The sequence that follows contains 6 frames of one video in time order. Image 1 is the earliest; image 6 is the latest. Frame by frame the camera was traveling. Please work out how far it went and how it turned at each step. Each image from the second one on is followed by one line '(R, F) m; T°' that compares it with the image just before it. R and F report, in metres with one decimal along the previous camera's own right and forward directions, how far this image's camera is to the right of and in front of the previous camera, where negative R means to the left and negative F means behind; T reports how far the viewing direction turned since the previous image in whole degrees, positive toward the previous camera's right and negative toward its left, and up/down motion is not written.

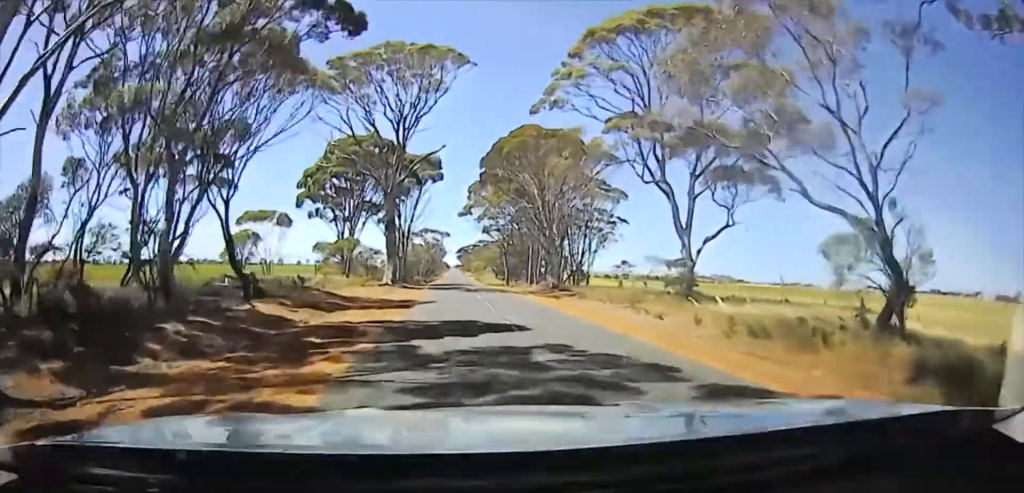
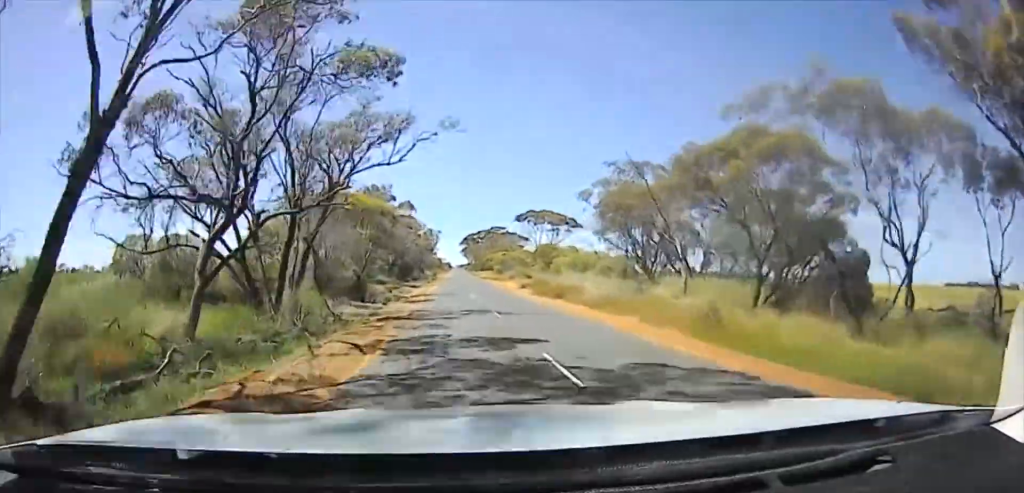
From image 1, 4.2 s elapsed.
(-3.1, +135.3) m; -2°
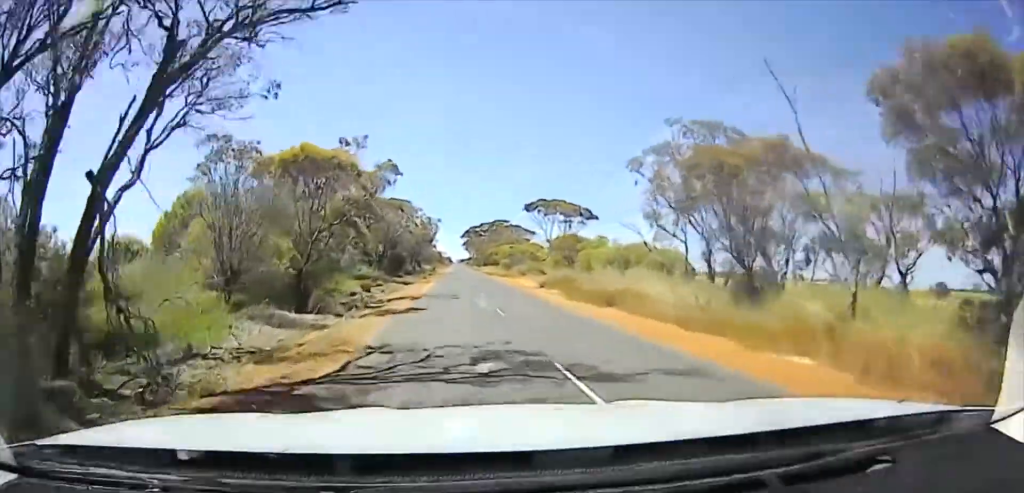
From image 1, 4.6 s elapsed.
(+0.1, +14.4) m; +1°
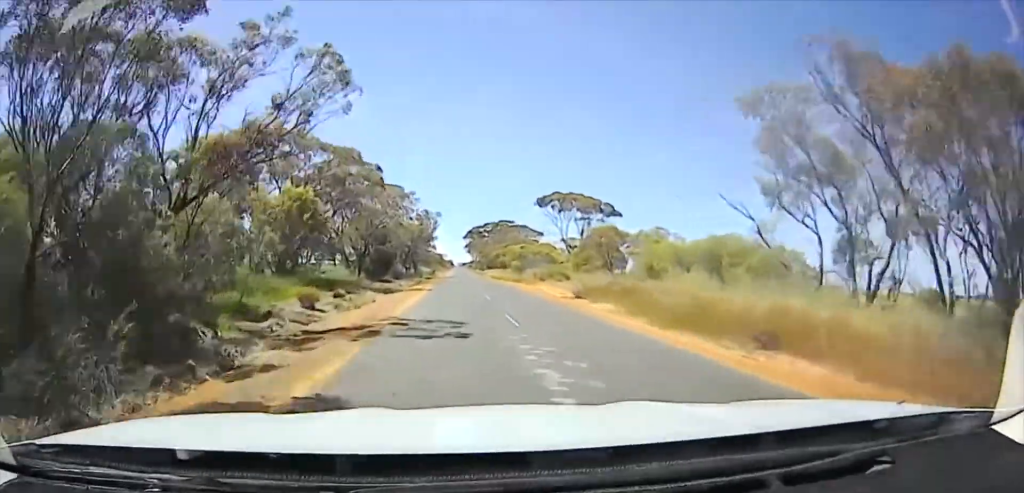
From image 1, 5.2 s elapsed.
(0.0, +16.5) m; +1°
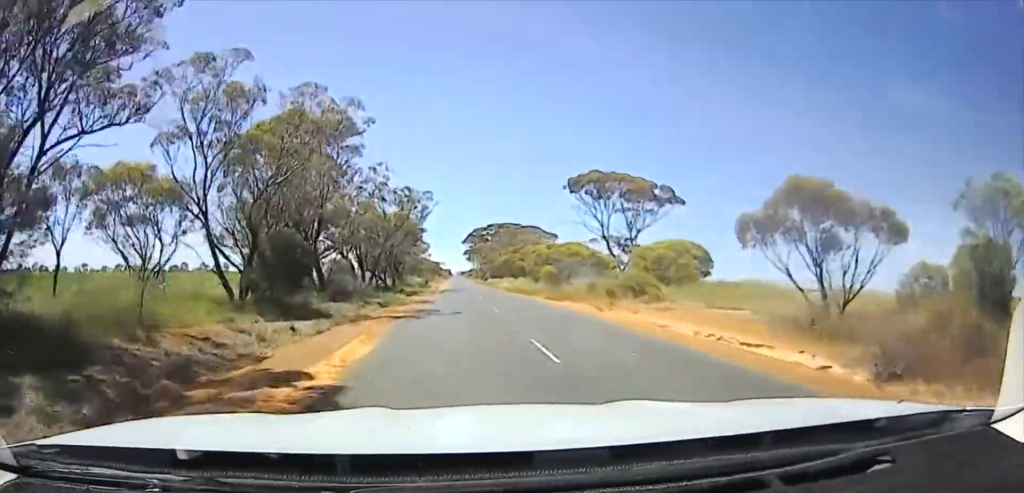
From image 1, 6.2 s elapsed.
(+0.5, +35.6) m; -2°
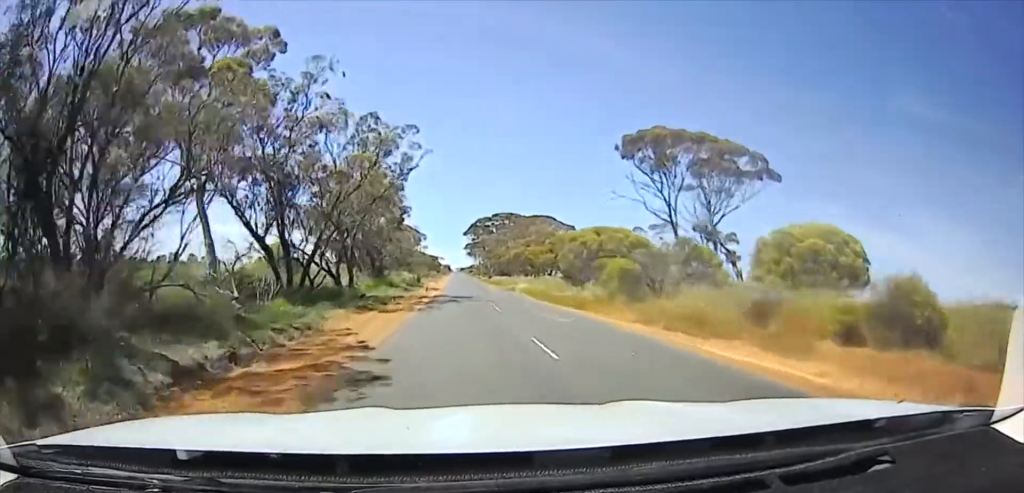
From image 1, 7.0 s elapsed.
(-1.4, +28.6) m; 0°
